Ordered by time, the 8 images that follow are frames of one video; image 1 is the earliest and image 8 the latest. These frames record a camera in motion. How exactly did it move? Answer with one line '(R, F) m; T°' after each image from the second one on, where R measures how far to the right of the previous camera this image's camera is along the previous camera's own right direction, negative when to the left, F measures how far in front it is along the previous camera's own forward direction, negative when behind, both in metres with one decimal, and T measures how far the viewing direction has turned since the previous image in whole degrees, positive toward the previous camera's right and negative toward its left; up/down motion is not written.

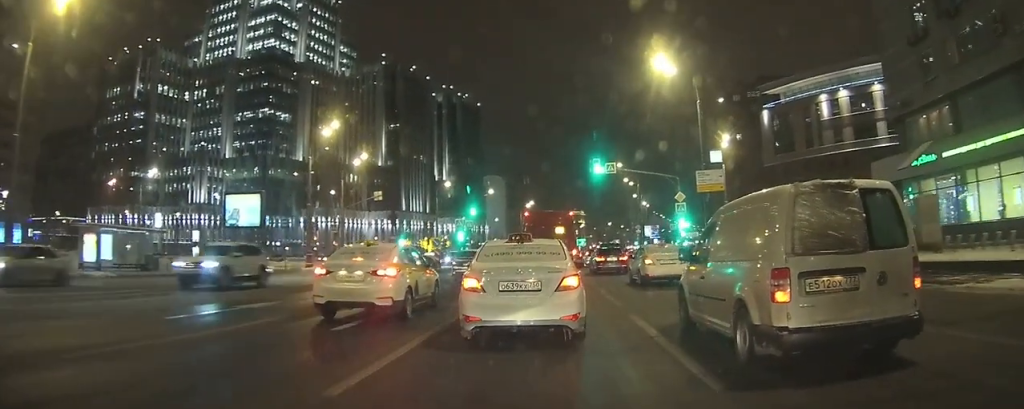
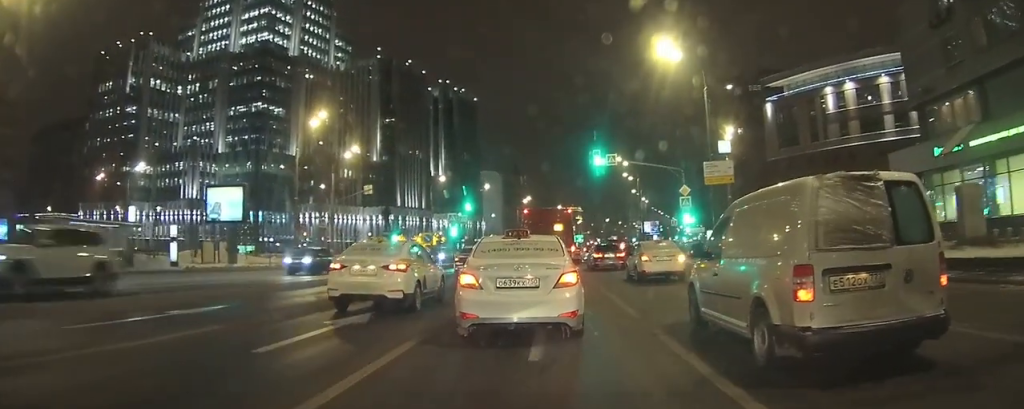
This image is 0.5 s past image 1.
(0.0, +2.6) m; -1°
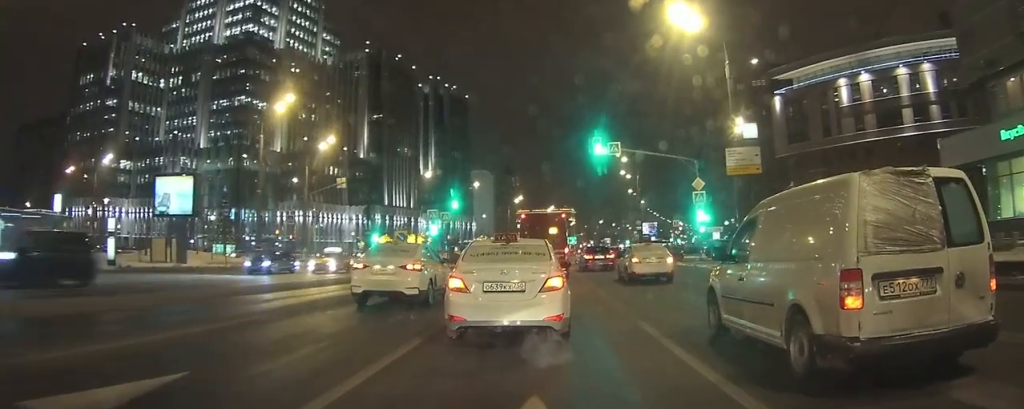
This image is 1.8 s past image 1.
(-0.1, +6.6) m; -2°
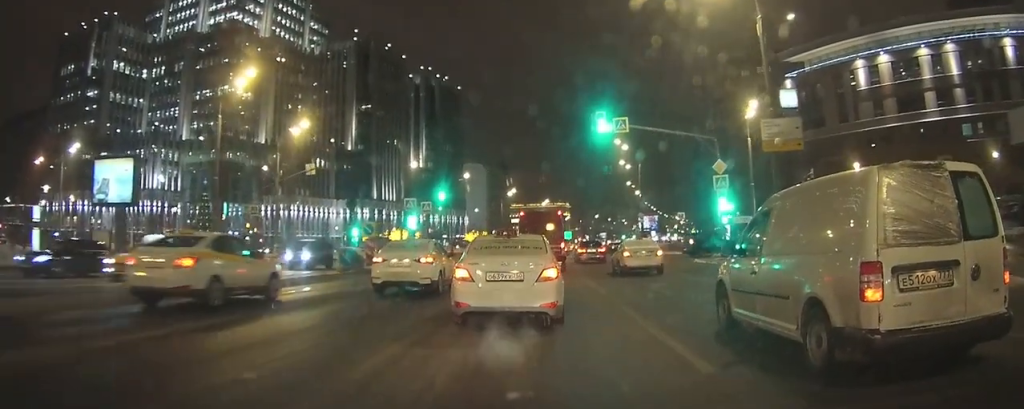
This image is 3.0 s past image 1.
(-0.1, +6.9) m; -2°
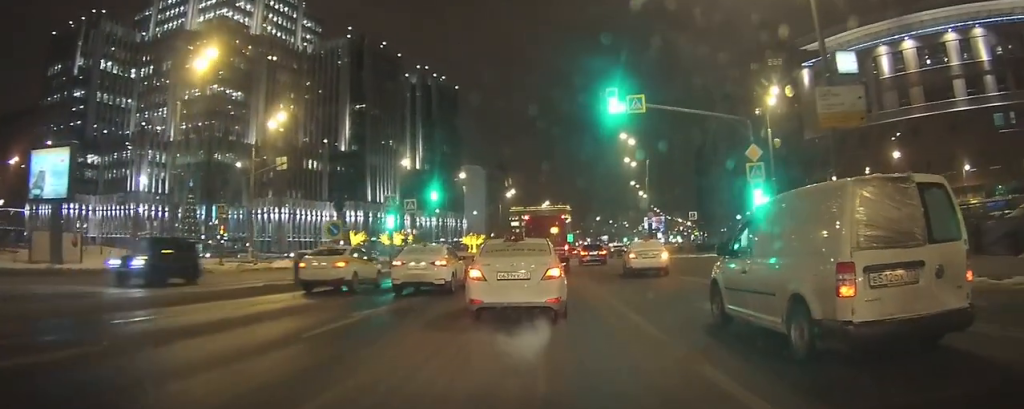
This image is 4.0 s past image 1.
(-0.2, +6.2) m; -4°
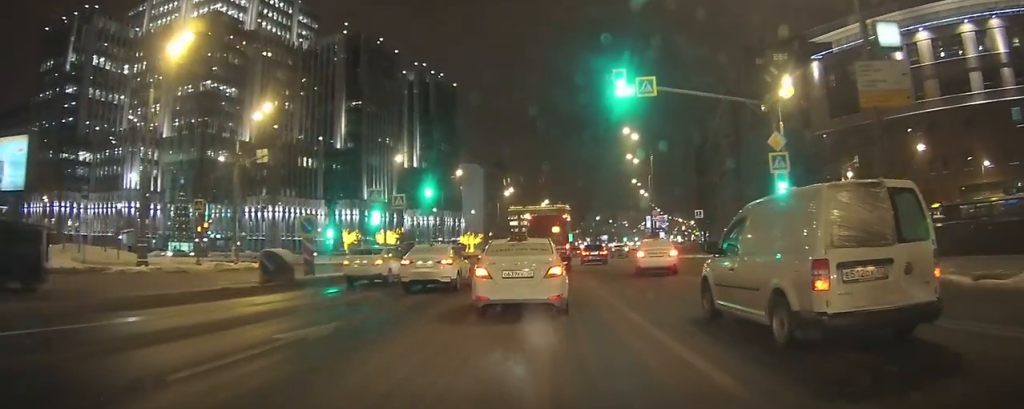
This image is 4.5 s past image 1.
(-0.1, +3.3) m; -1°
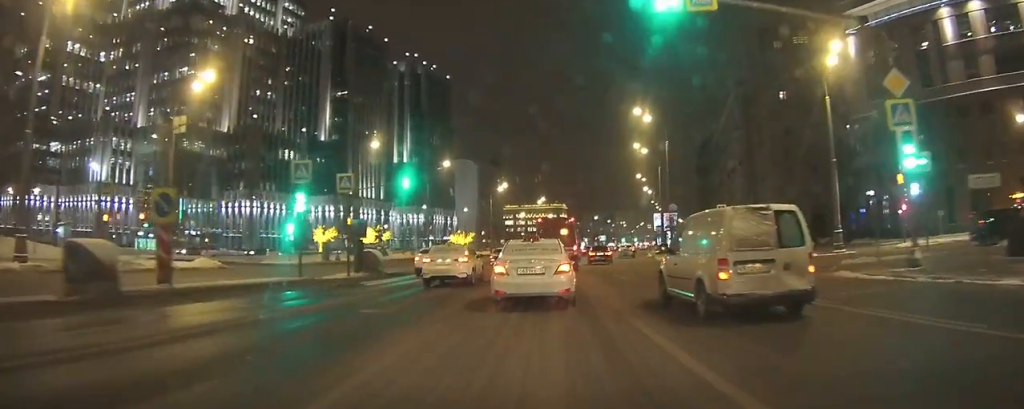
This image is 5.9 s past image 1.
(0.0, +10.3) m; +1°
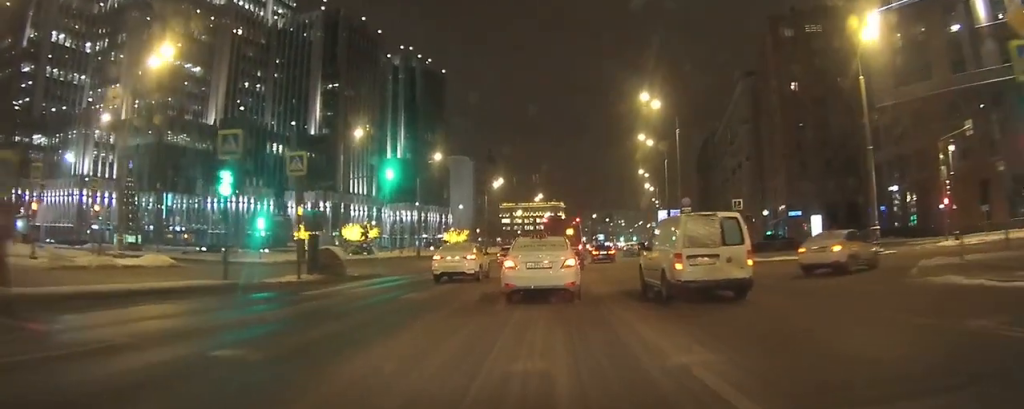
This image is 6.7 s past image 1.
(0.0, +5.8) m; 0°
